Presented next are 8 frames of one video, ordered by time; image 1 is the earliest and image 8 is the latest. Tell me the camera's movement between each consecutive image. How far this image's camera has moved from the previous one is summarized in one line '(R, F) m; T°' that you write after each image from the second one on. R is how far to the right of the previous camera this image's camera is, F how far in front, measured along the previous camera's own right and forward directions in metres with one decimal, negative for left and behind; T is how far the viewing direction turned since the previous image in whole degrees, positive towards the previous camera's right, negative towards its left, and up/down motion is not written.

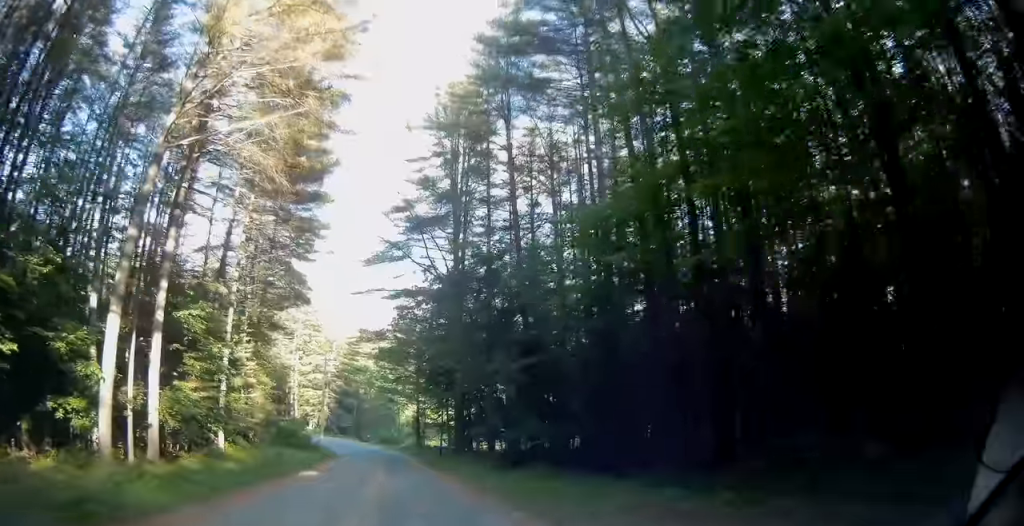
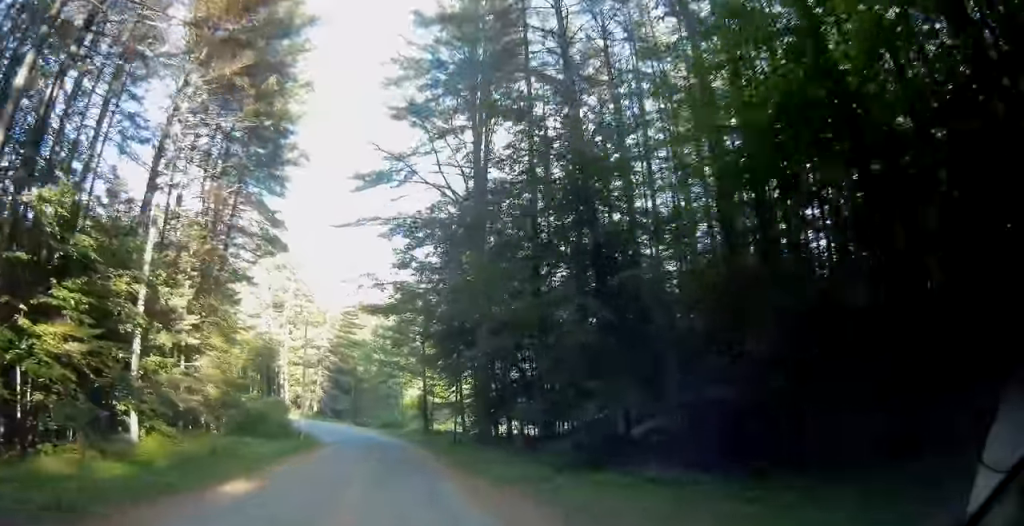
(0.0, +12.8) m; +1°
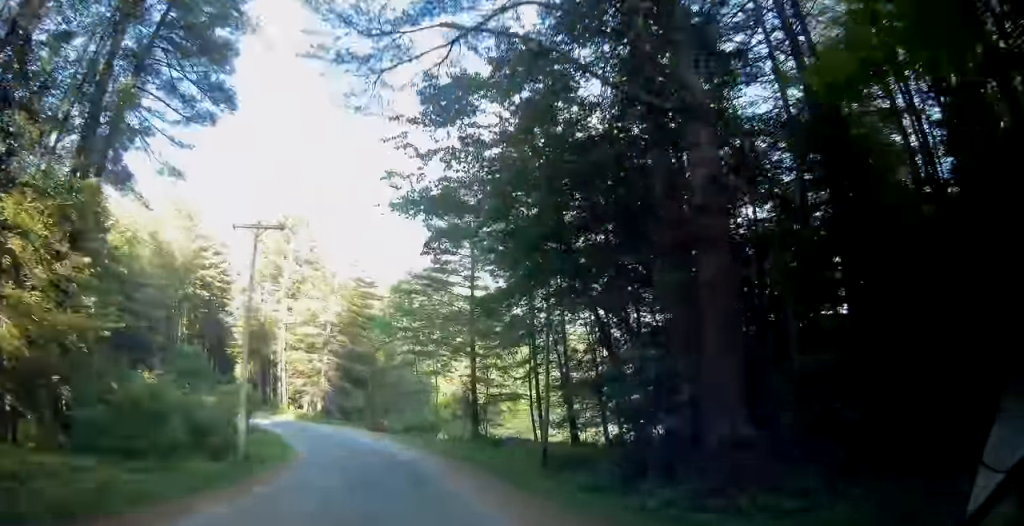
(-0.3, +22.4) m; -6°
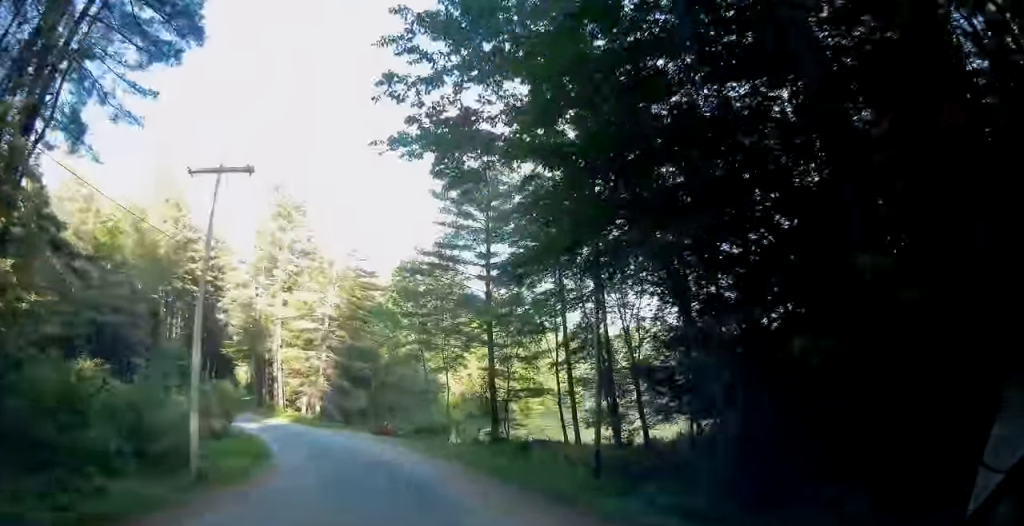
(-0.2, +6.0) m; -2°
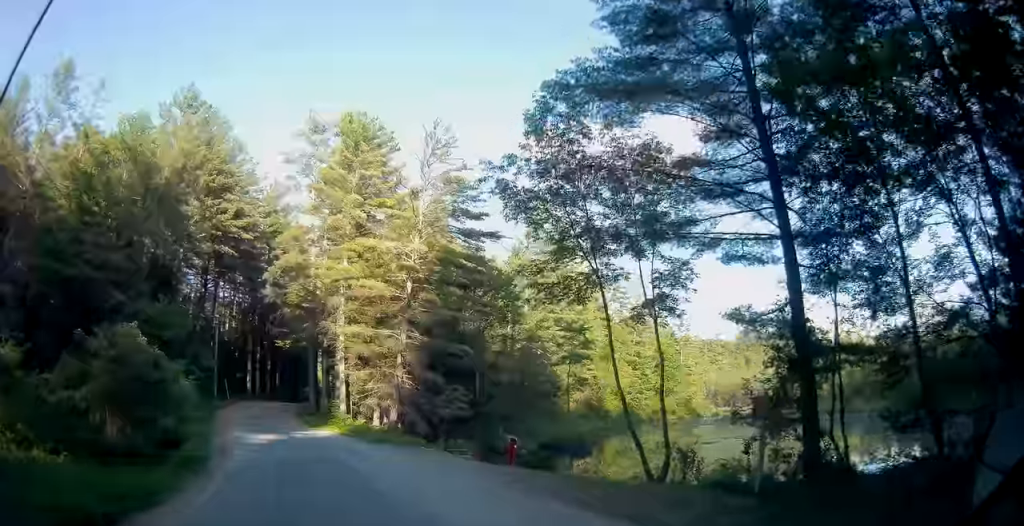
(-1.2, +22.4) m; -10°
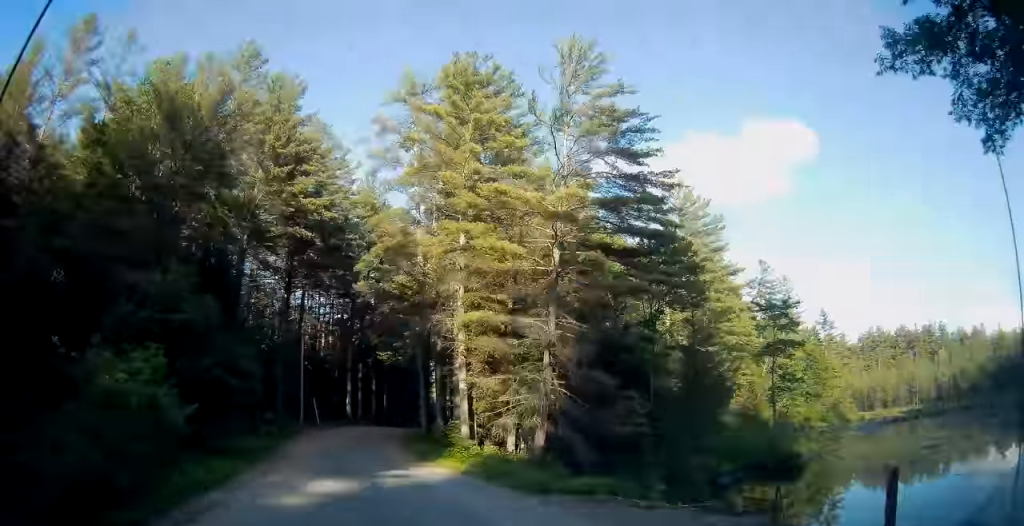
(-1.6, +14.0) m; -12°
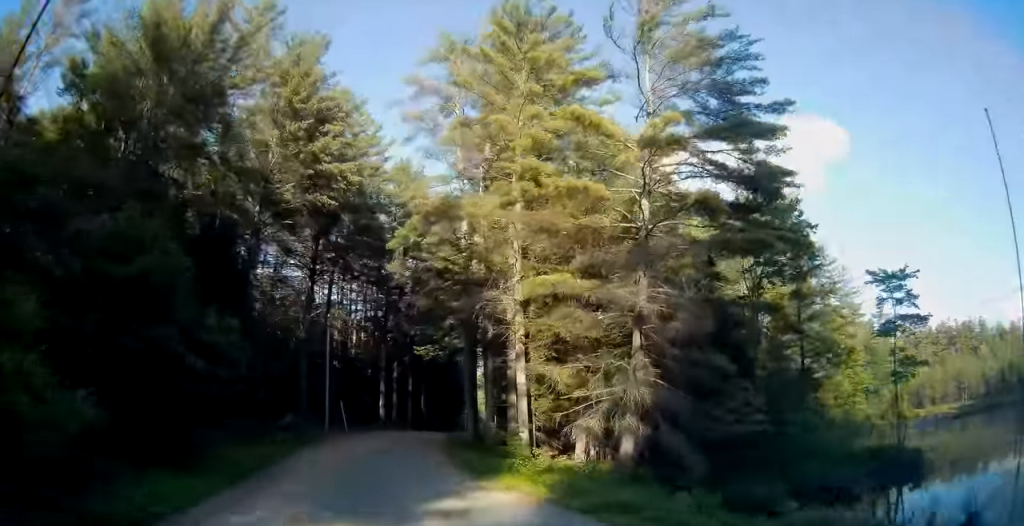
(-0.7, +8.0) m; -4°
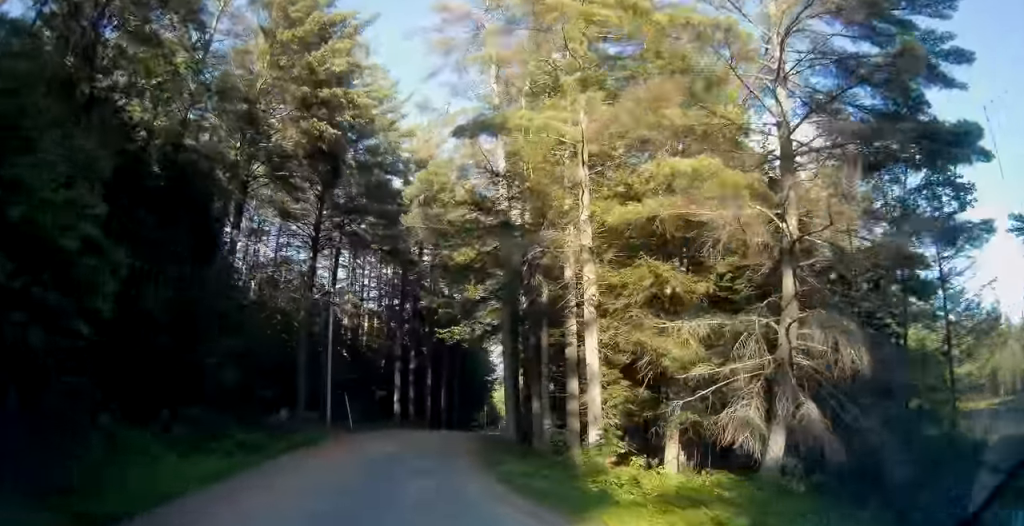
(-0.1, +9.7) m; -1°
